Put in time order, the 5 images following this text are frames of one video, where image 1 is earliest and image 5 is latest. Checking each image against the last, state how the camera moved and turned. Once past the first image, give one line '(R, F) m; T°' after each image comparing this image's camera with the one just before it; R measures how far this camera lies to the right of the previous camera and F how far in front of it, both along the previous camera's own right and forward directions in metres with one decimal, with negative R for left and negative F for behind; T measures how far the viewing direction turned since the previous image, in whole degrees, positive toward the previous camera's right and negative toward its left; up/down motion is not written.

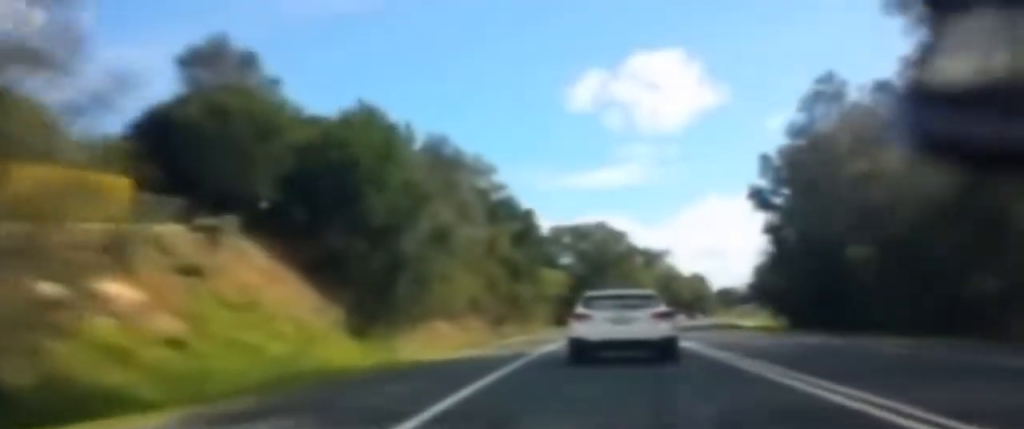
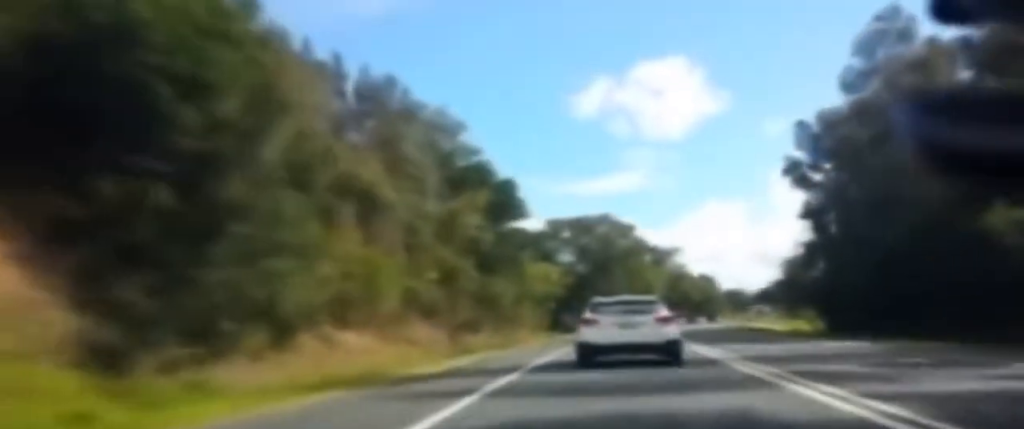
(+0.1, +18.3) m; 0°
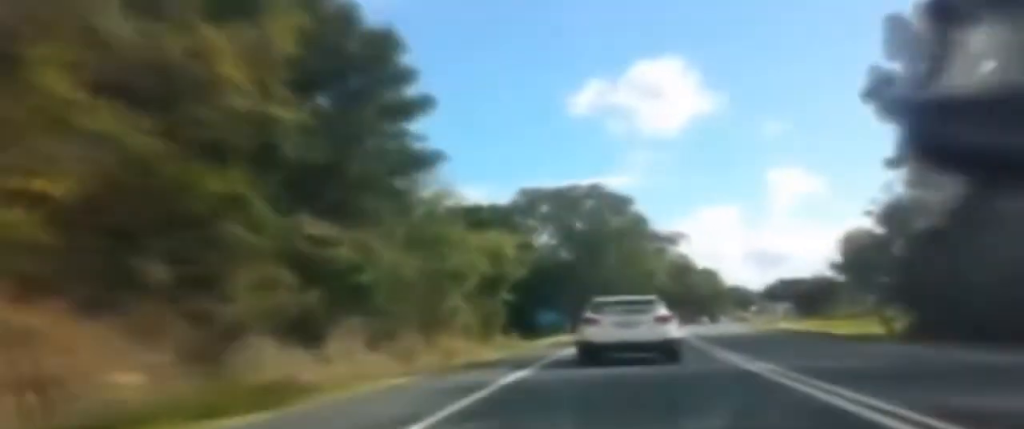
(-0.6, +25.7) m; -4°
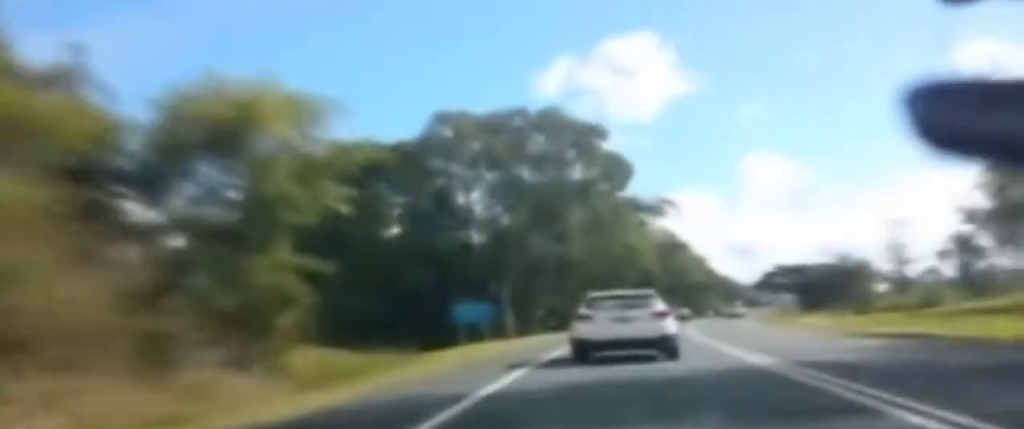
(0.0, +27.6) m; +2°
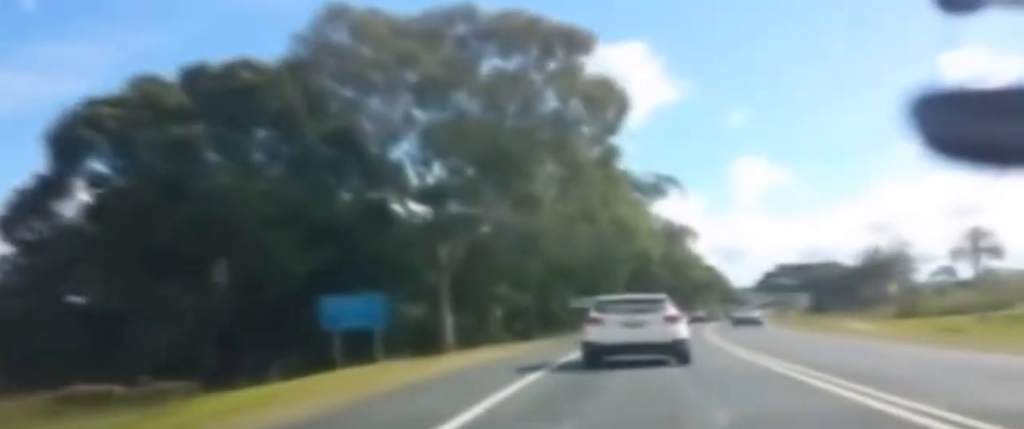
(-0.3, +21.4) m; 0°
